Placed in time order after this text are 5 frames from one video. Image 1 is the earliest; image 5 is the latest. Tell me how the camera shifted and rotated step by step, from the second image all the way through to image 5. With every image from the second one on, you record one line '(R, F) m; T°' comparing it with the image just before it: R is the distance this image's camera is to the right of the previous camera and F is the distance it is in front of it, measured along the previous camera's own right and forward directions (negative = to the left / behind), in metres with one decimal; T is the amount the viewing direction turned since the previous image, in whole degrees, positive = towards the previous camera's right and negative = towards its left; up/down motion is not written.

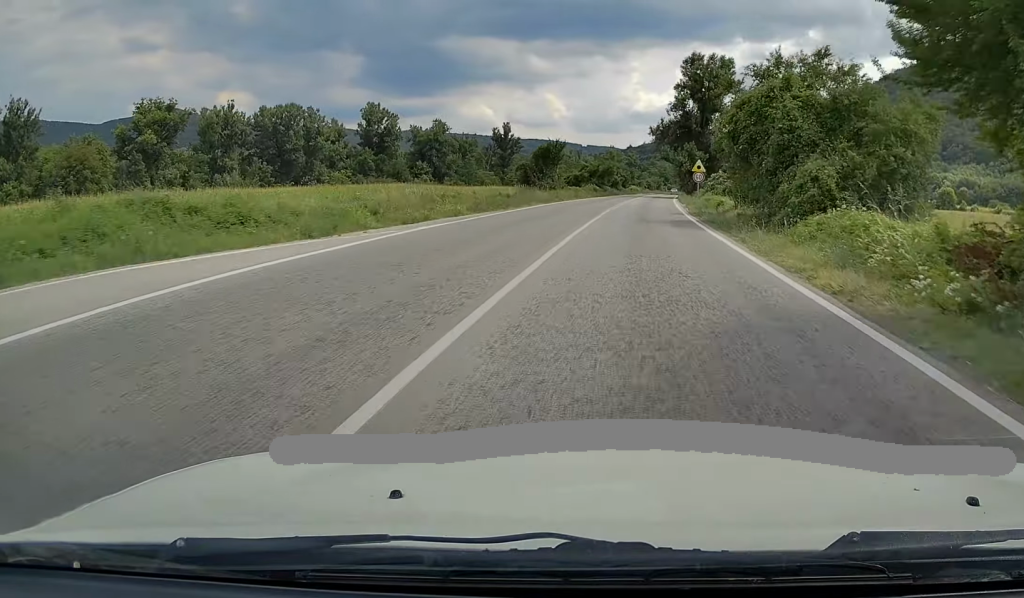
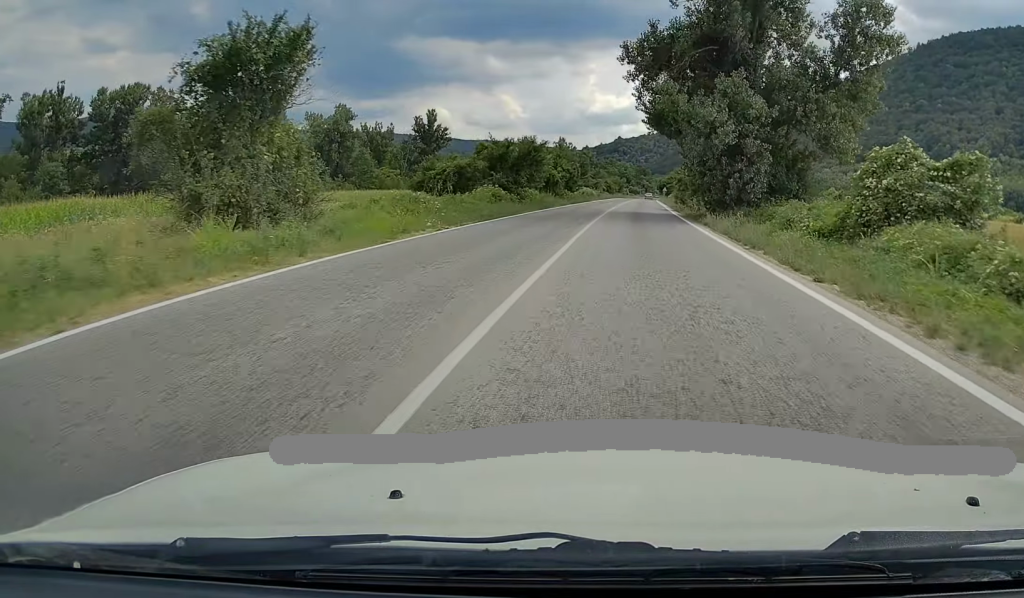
(+1.5, +50.9) m; +3°
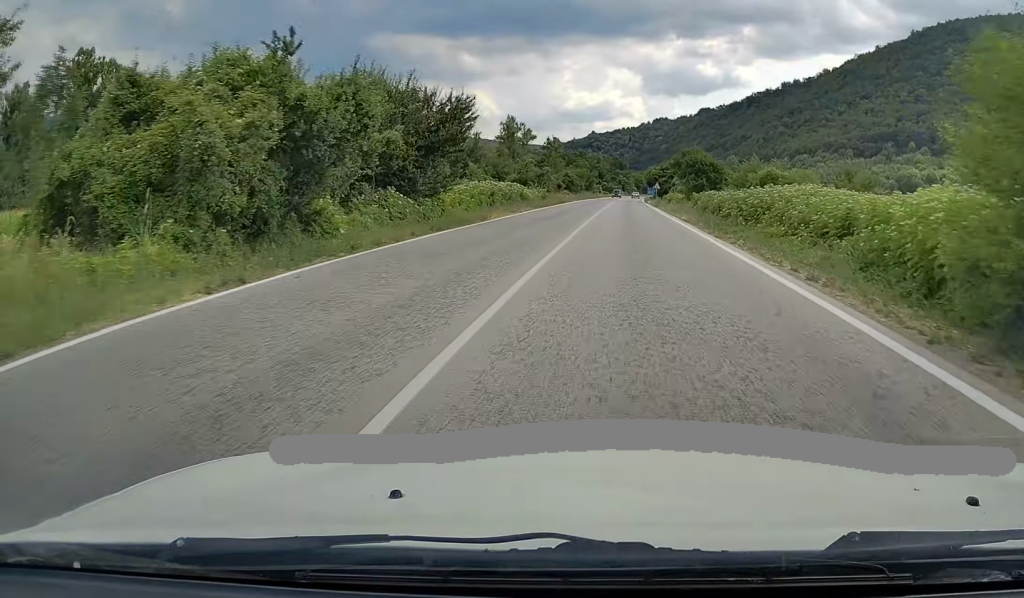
(+1.2, +52.4) m; +2°
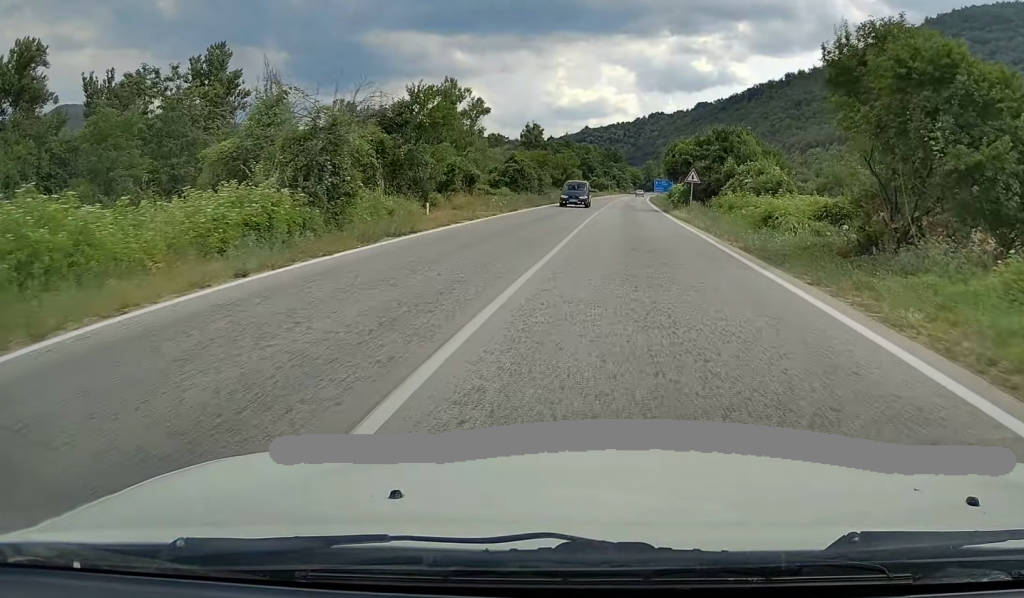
(+0.1, +49.3) m; 0°
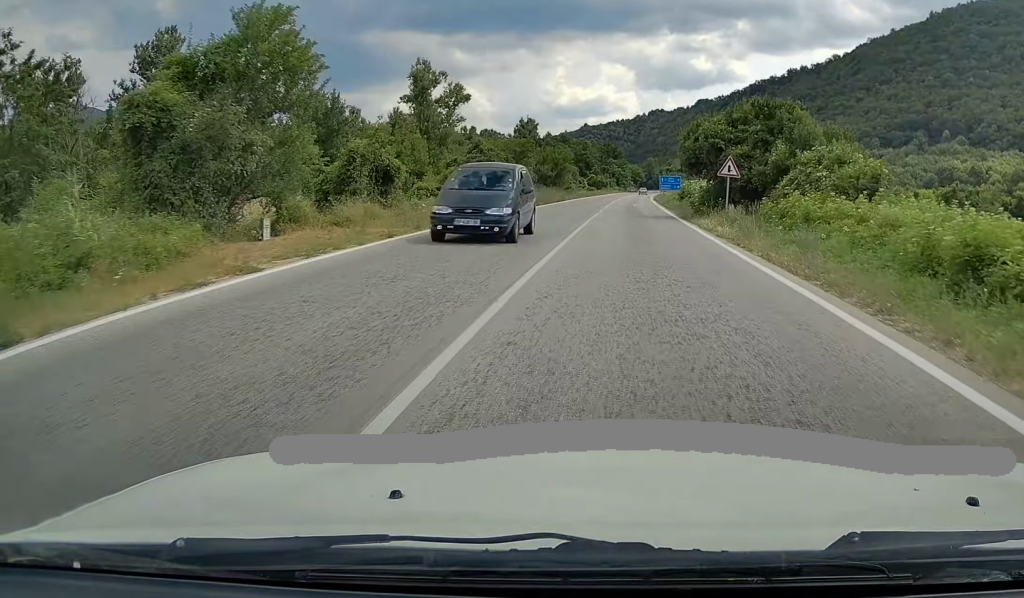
(+0.1, +13.9) m; 0°
